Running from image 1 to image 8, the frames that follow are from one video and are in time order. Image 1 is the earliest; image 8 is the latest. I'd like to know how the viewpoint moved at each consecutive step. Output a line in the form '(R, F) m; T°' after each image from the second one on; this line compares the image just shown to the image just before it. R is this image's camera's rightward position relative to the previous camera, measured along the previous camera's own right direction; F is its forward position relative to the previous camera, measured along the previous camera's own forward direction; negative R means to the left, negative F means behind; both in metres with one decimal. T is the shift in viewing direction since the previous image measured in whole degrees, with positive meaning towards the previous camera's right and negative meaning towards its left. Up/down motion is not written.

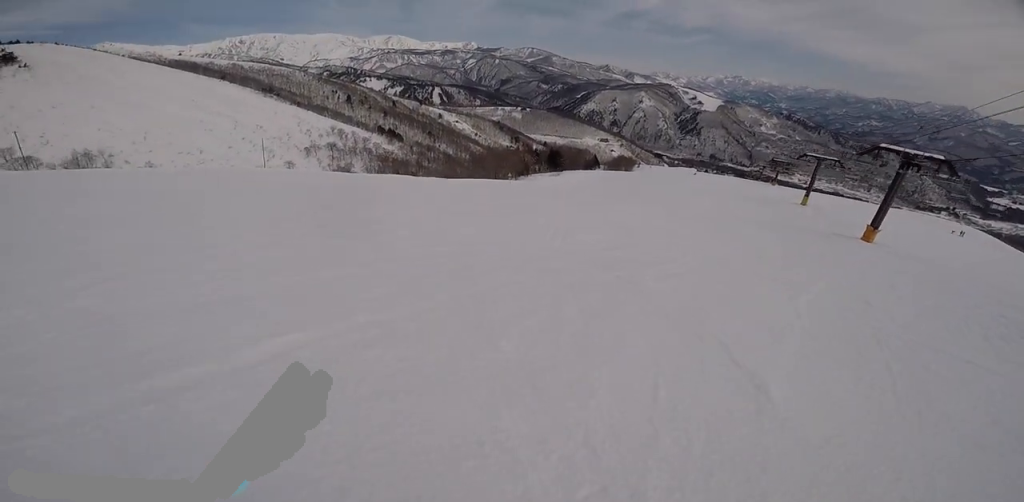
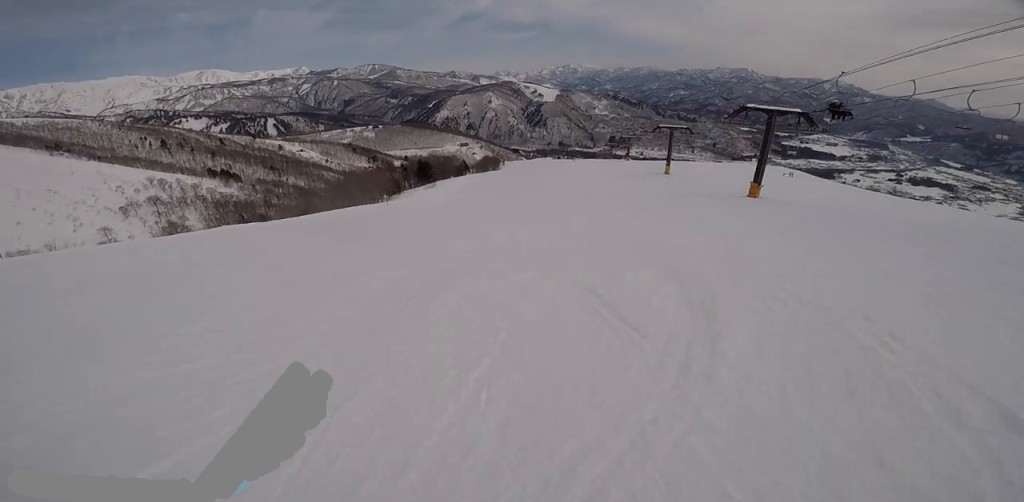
(-0.1, +6.1) m; +12°
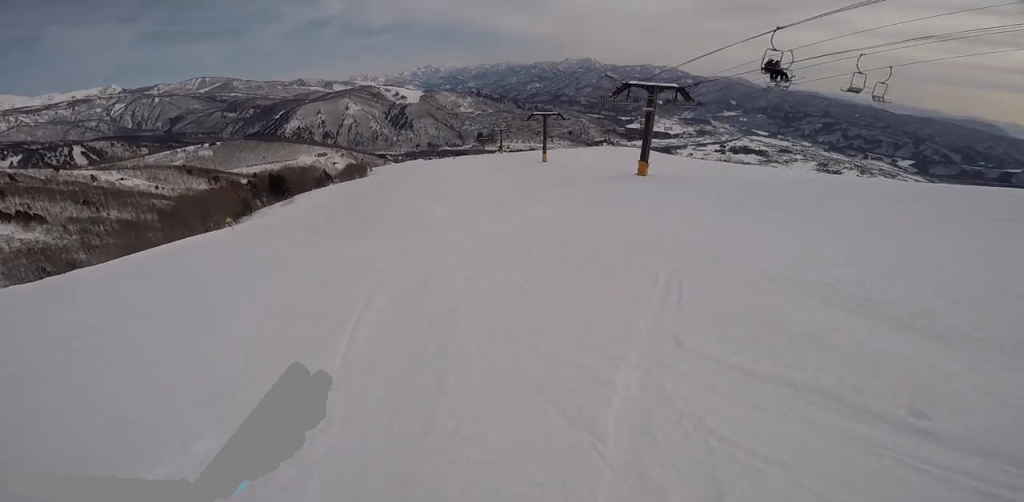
(+0.5, +4.2) m; +20°
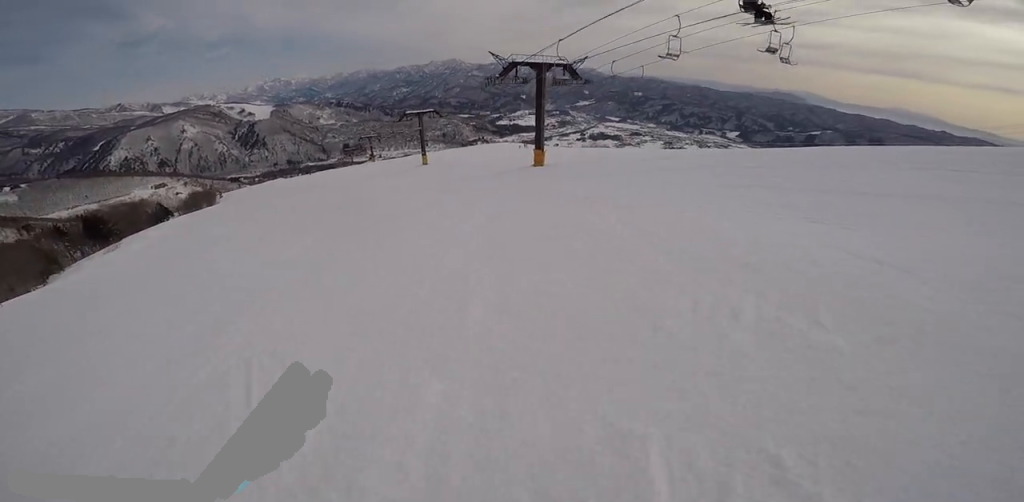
(+1.2, +4.9) m; +28°
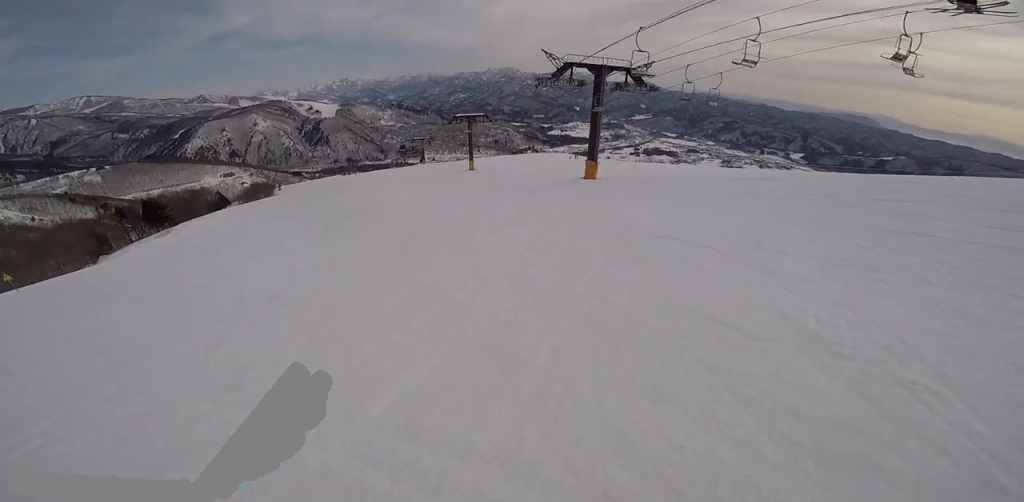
(+0.8, +2.9) m; +9°
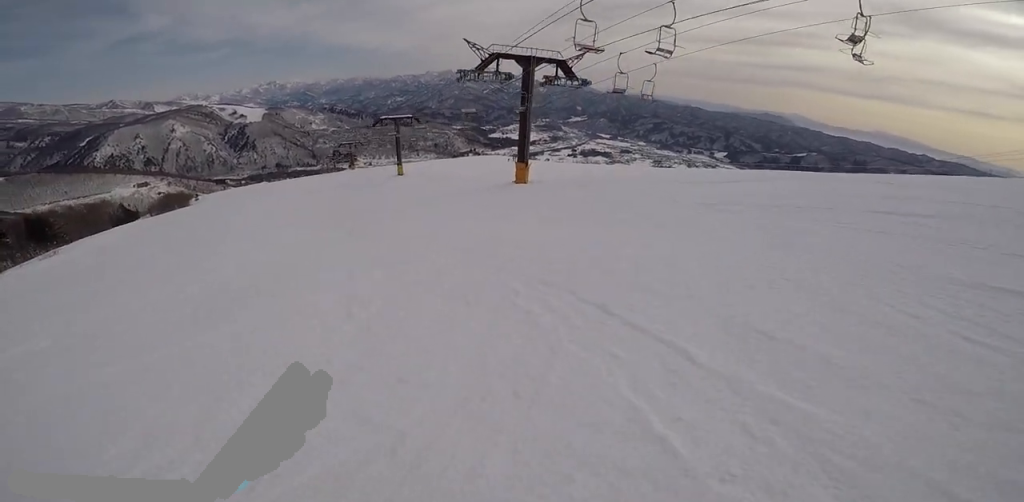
(+0.4, +3.5) m; +2°
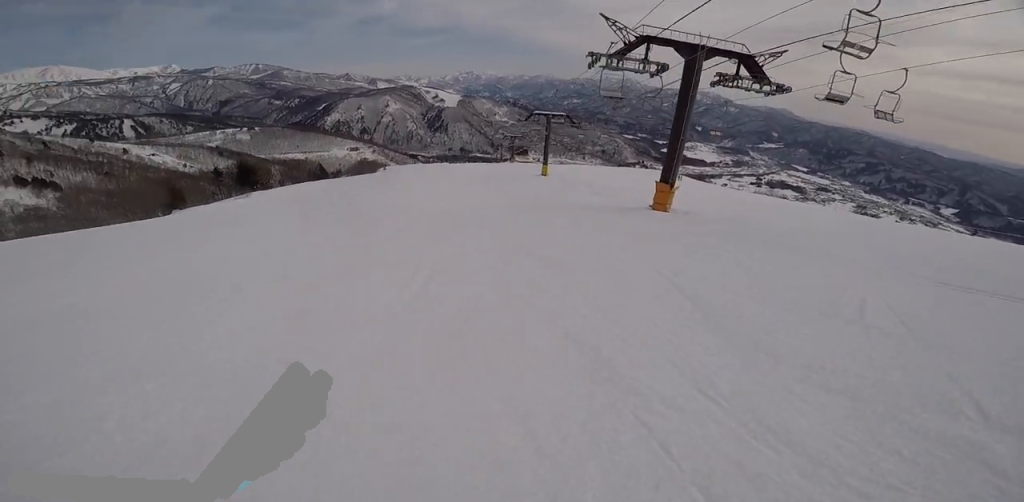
(-0.7, +6.4) m; -21°
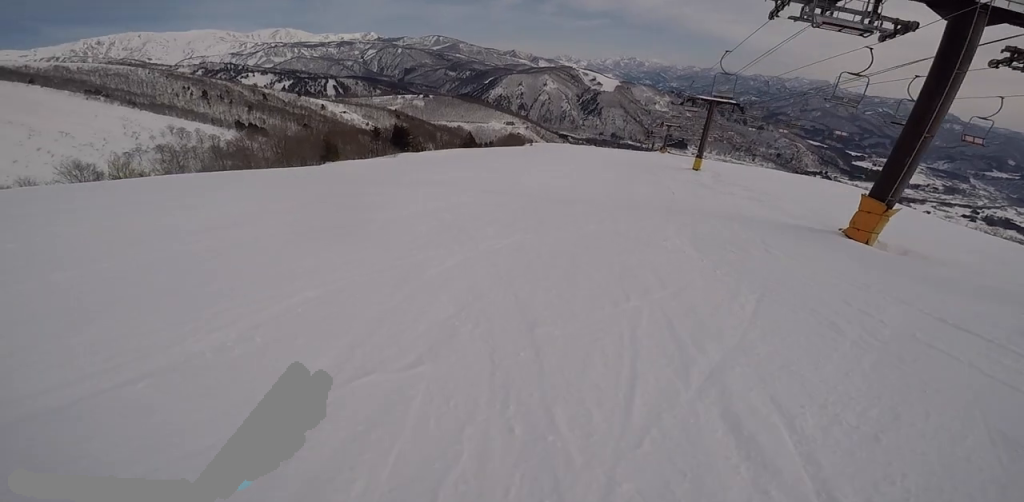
(-1.0, +5.3) m; -21°
